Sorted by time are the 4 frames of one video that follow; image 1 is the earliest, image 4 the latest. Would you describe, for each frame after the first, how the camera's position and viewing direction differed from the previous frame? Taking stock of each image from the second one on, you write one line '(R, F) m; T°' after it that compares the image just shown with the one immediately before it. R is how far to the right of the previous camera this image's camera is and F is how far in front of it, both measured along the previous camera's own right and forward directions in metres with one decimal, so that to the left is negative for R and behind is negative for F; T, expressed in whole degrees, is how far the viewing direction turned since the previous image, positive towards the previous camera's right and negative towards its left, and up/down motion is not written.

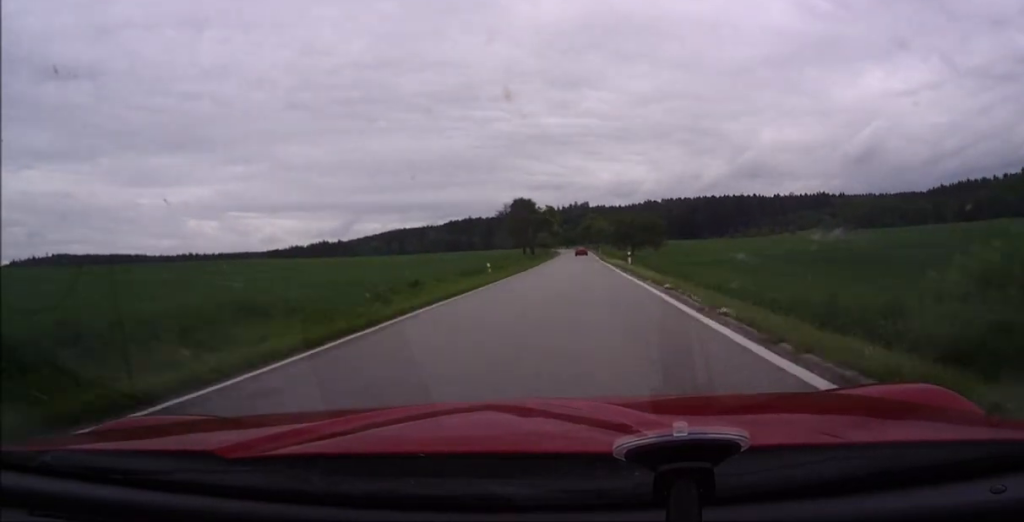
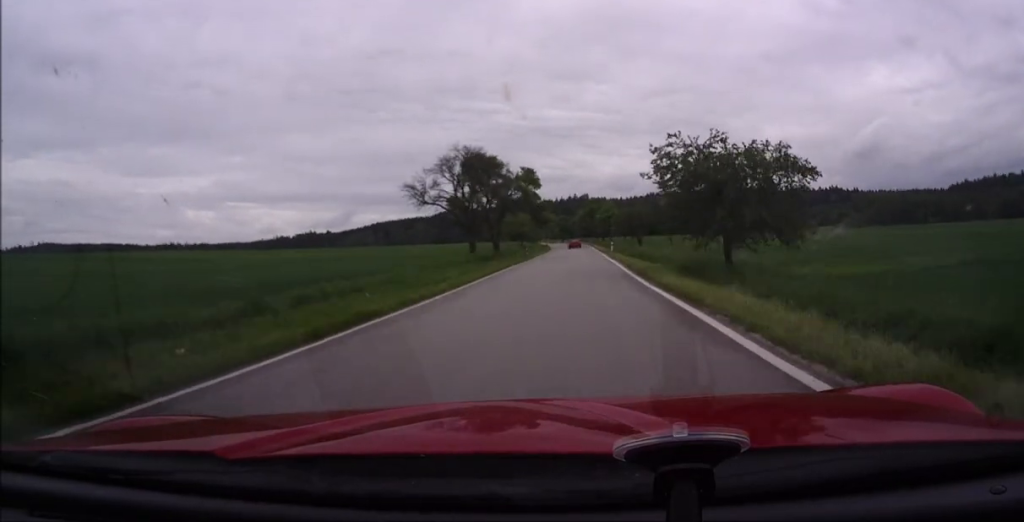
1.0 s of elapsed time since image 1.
(+0.2, +39.5) m; 0°
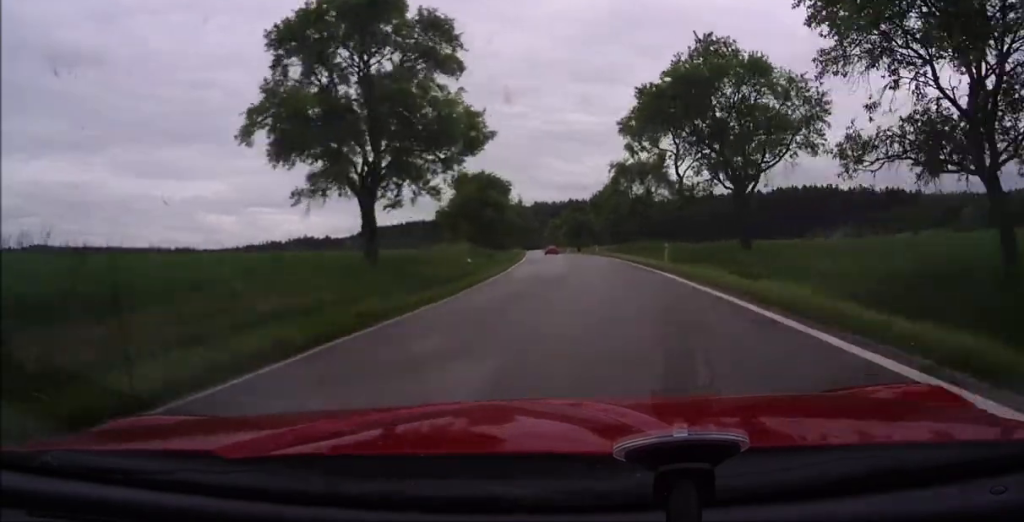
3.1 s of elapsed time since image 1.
(-1.0, +91.6) m; -1°
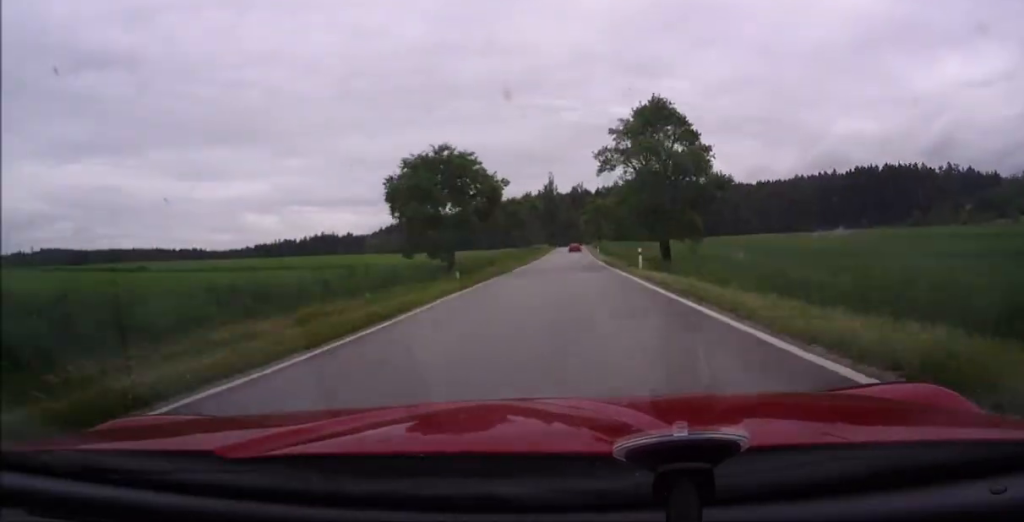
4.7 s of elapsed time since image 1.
(-0.8, +69.6) m; -3°
